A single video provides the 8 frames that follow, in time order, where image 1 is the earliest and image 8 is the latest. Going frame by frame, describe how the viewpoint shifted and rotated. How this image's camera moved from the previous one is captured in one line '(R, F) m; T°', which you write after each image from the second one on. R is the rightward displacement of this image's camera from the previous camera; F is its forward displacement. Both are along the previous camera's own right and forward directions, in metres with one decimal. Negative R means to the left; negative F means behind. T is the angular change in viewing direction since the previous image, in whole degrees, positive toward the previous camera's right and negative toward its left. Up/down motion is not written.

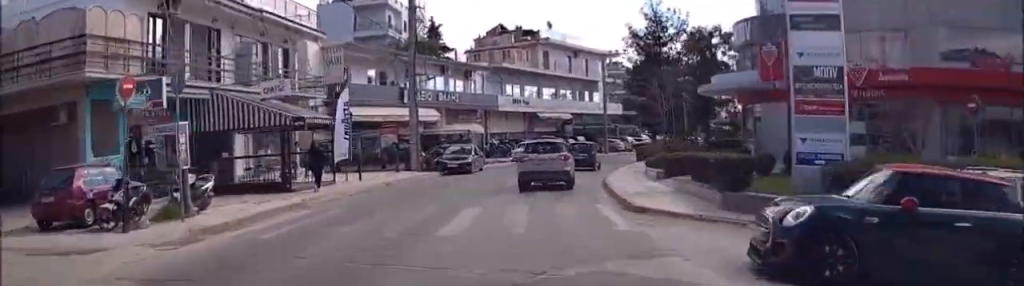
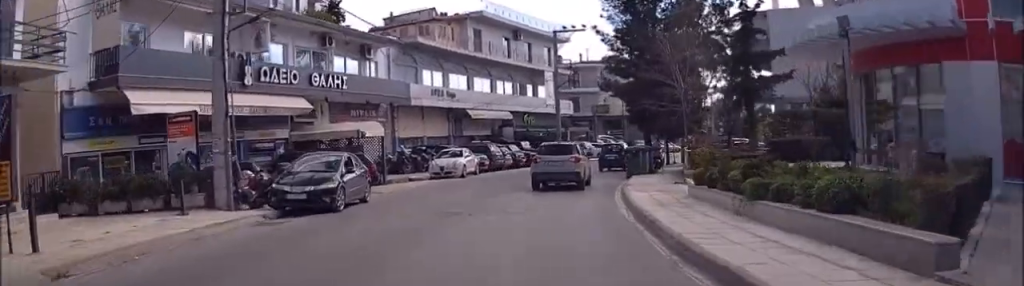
(+0.8, +17.3) m; +8°
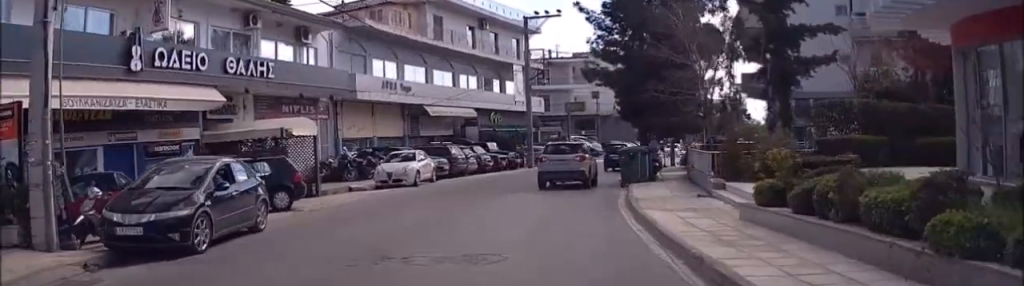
(+0.2, +5.7) m; +3°
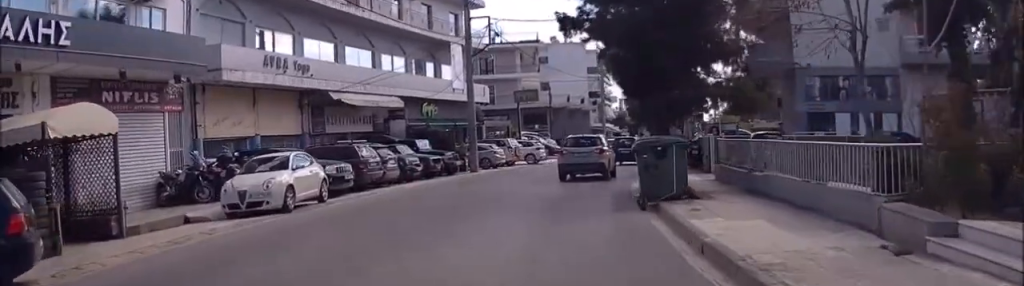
(+0.4, +9.5) m; +5°
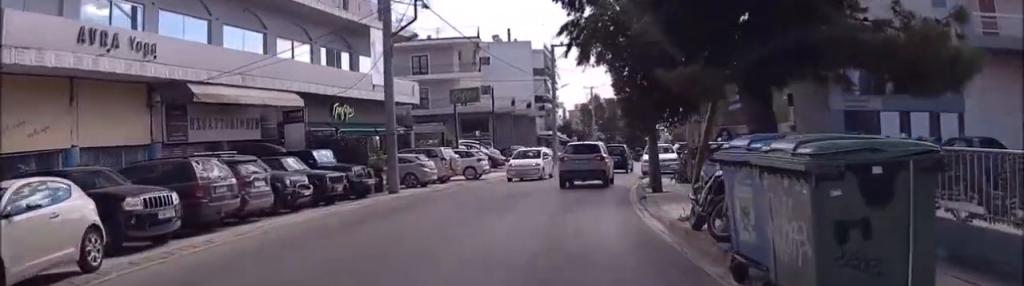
(+0.3, +7.7) m; +4°
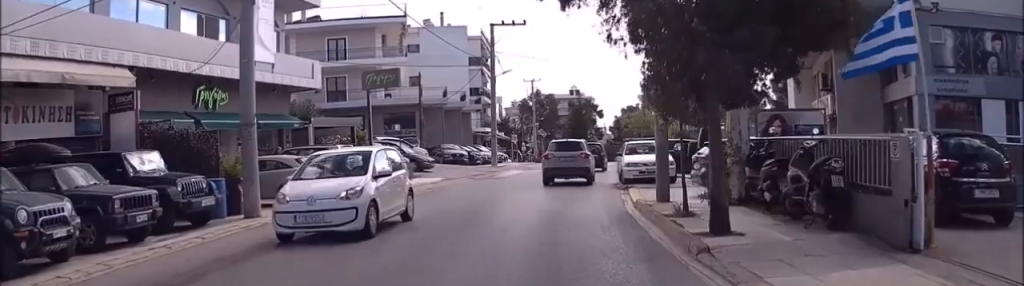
(+0.3, +7.2) m; +4°
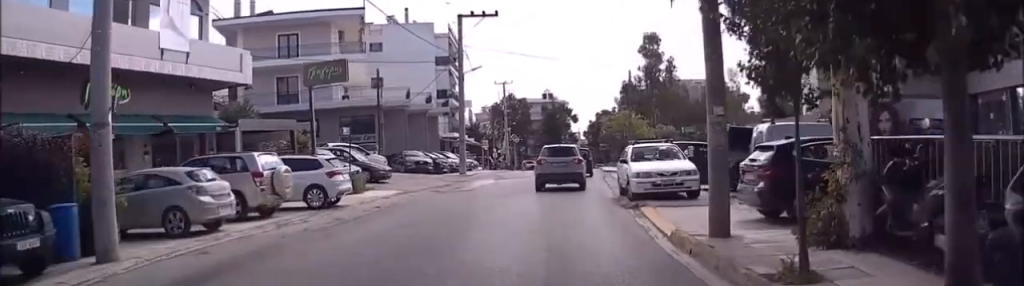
(+0.1, +4.3) m; +2°
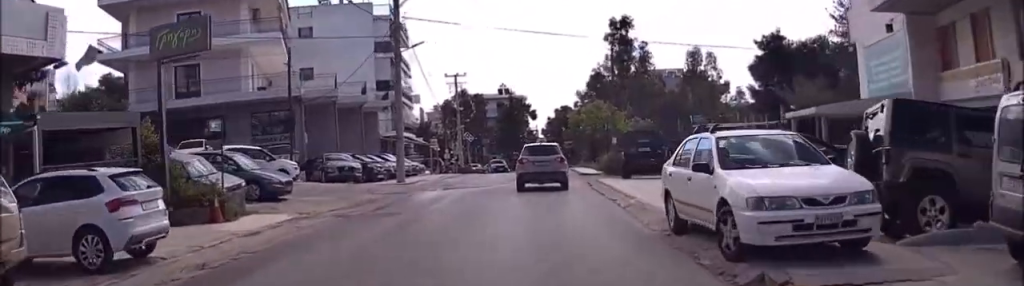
(+0.2, +8.1) m; +3°
